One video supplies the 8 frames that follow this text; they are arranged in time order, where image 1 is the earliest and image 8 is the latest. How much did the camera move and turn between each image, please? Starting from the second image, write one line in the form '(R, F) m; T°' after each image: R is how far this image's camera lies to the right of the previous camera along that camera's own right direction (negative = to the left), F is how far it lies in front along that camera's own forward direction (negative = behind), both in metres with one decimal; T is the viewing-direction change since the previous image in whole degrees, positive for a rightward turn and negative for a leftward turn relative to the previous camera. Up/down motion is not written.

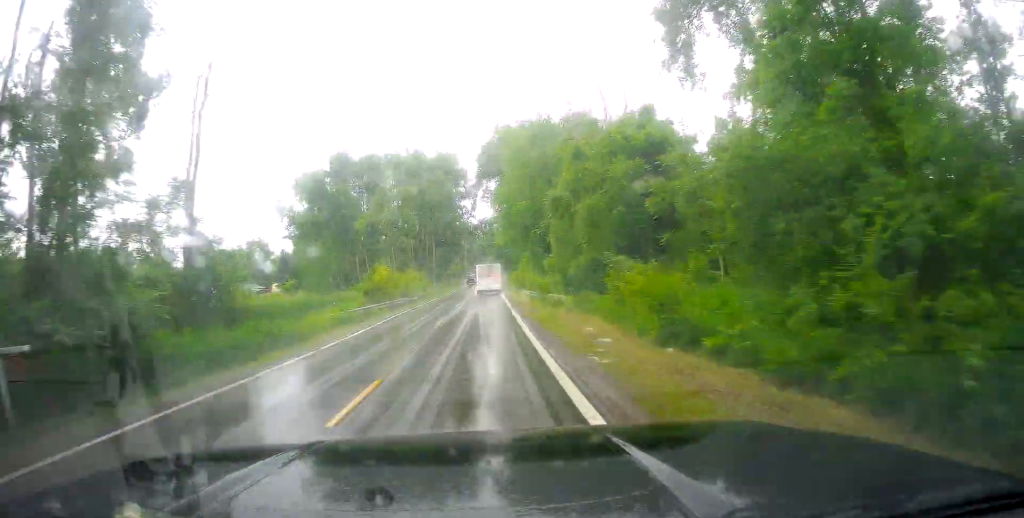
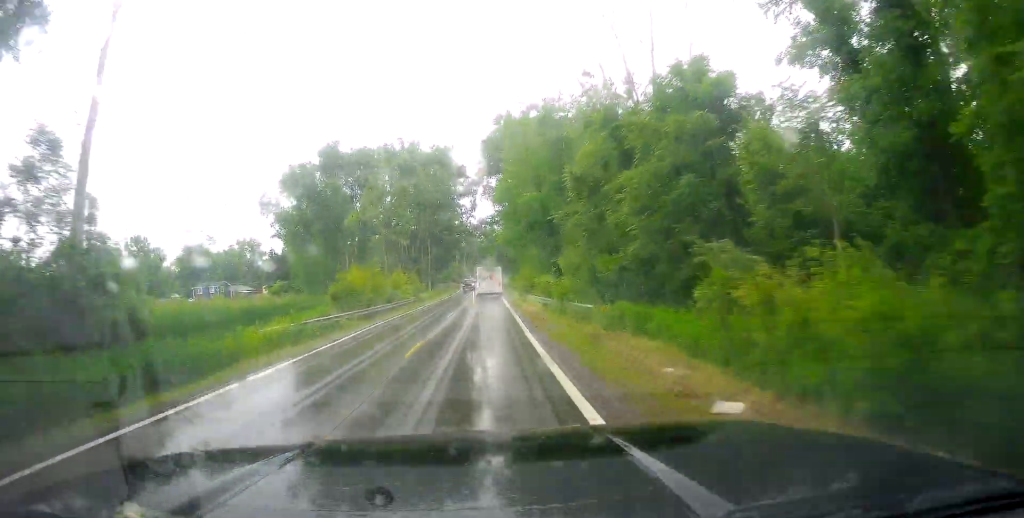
(+0.1, +8.1) m; 0°
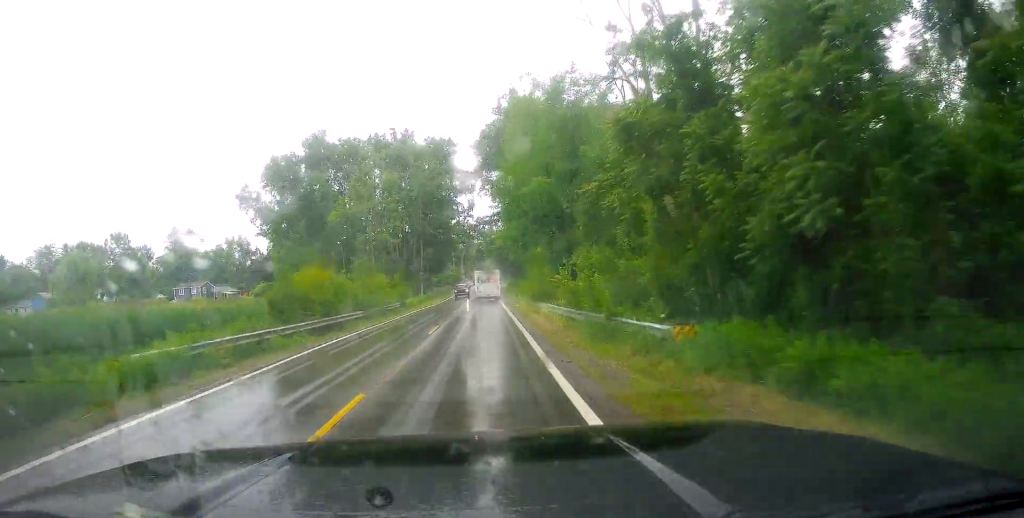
(+0.2, +8.8) m; 0°
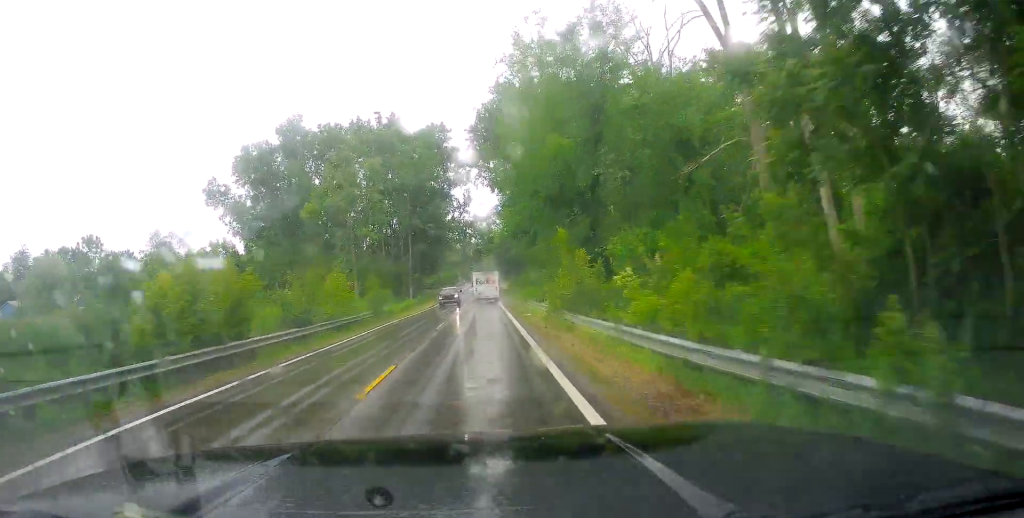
(0.0, +11.5) m; -1°
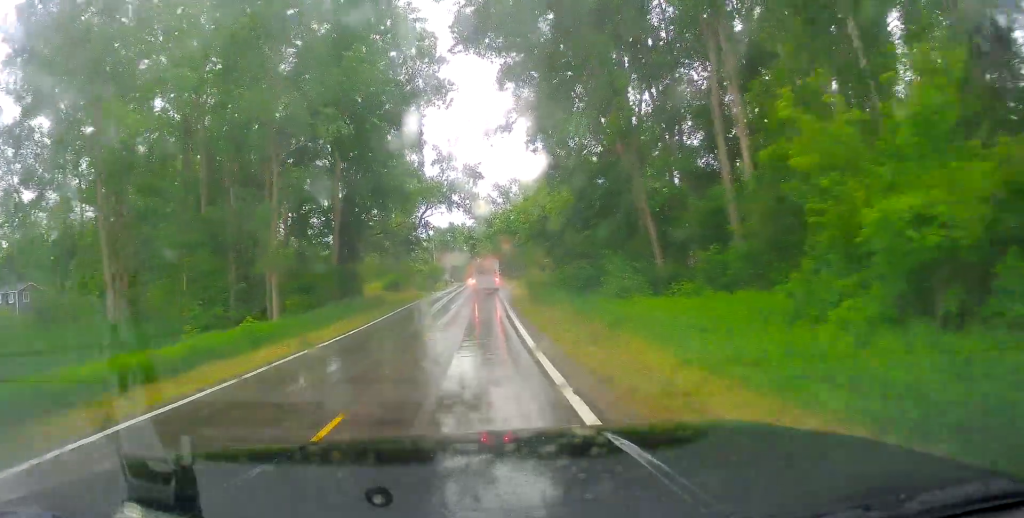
(-1.0, +51.2) m; +1°
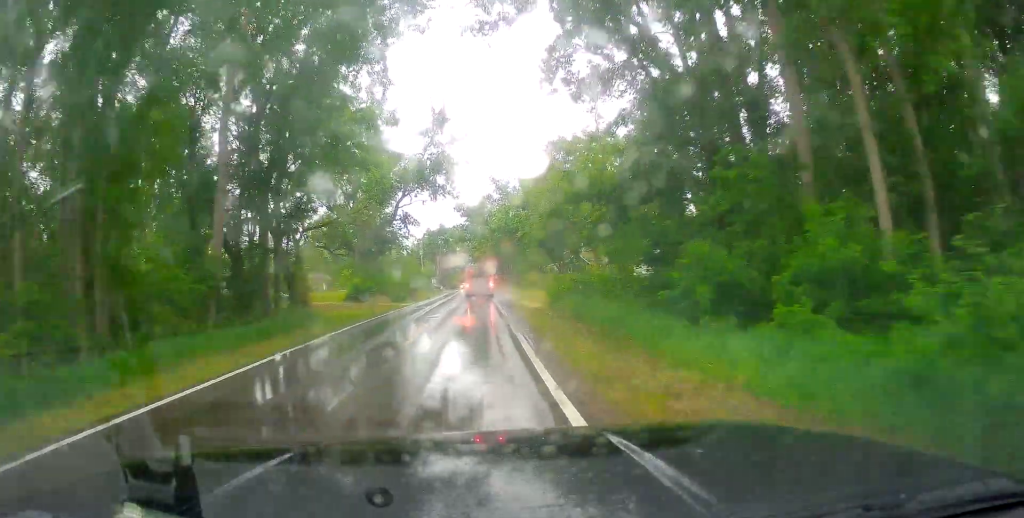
(+0.4, +19.0) m; 0°
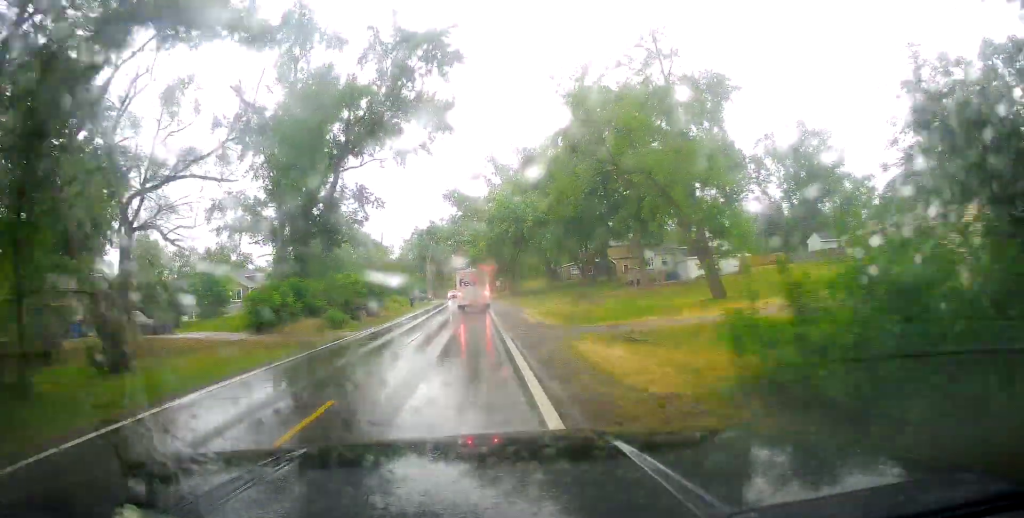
(-0.7, +26.3) m; 0°
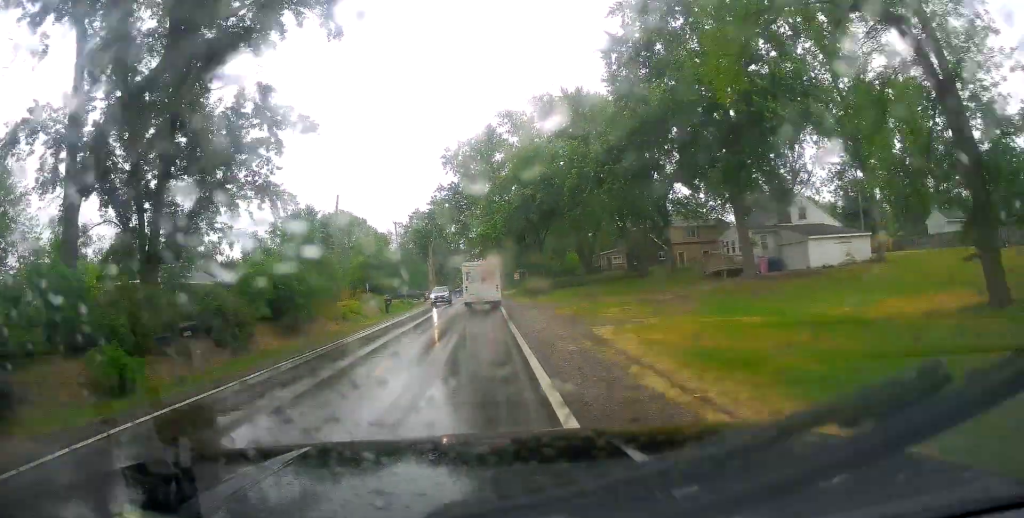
(+0.7, +28.0) m; -1°
